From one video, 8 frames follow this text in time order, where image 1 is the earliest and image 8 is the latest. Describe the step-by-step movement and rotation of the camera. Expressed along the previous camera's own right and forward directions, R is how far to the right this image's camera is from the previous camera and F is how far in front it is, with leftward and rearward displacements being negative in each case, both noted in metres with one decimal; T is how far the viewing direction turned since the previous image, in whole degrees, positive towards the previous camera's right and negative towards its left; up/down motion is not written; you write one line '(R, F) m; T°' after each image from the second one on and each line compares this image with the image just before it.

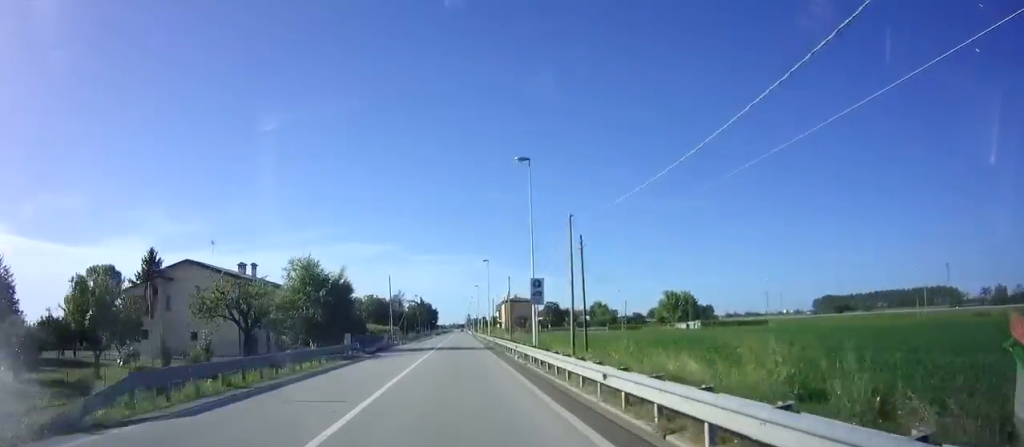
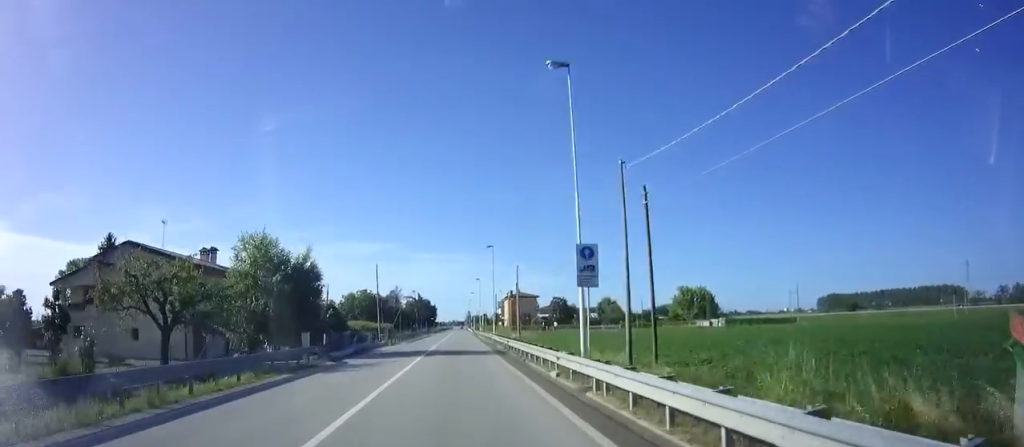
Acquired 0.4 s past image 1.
(0.0, +9.4) m; 0°
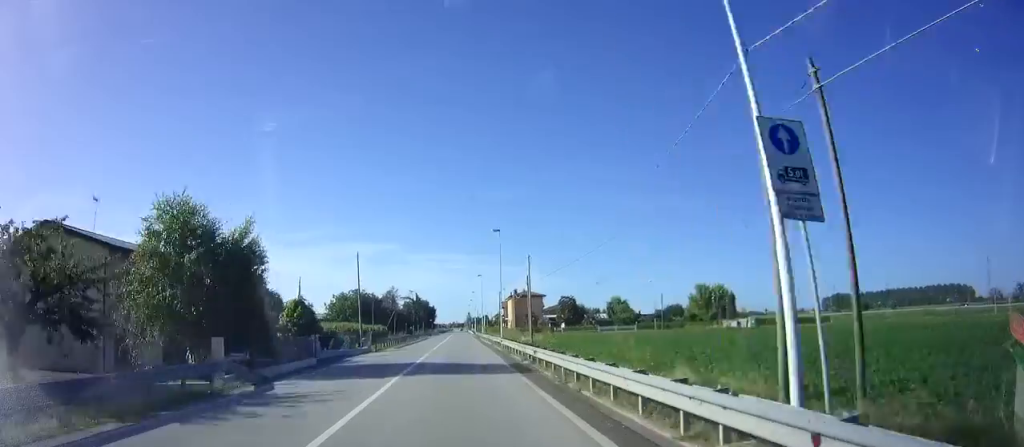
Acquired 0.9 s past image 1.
(0.0, +9.4) m; 0°
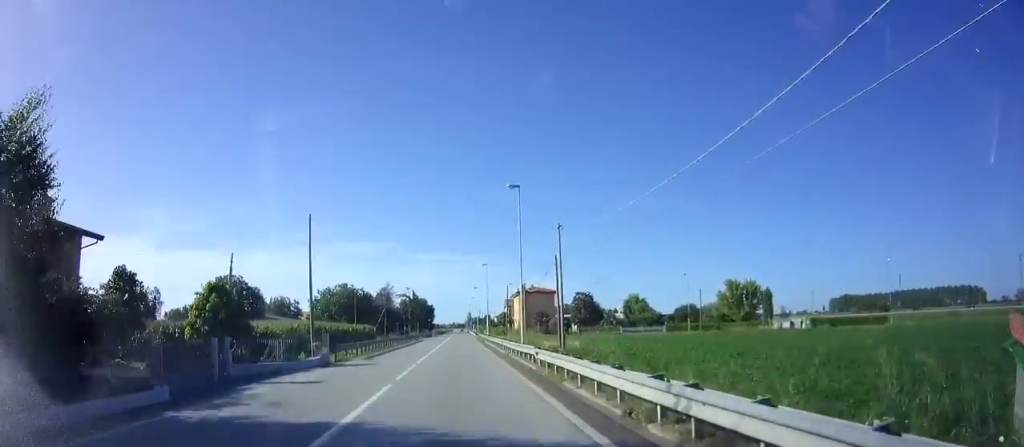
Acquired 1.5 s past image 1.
(0.0, +14.4) m; 0°
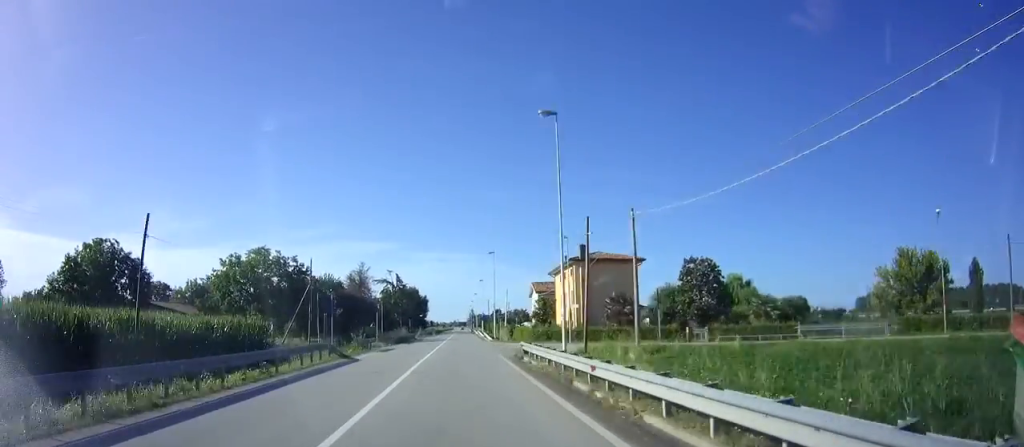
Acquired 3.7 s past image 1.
(-0.1, +46.3) m; 0°
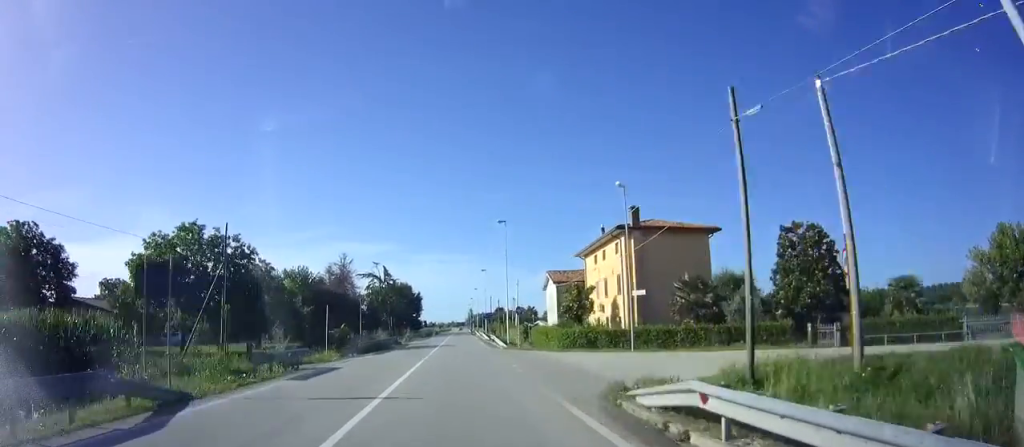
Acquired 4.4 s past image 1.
(0.0, +16.7) m; 0°
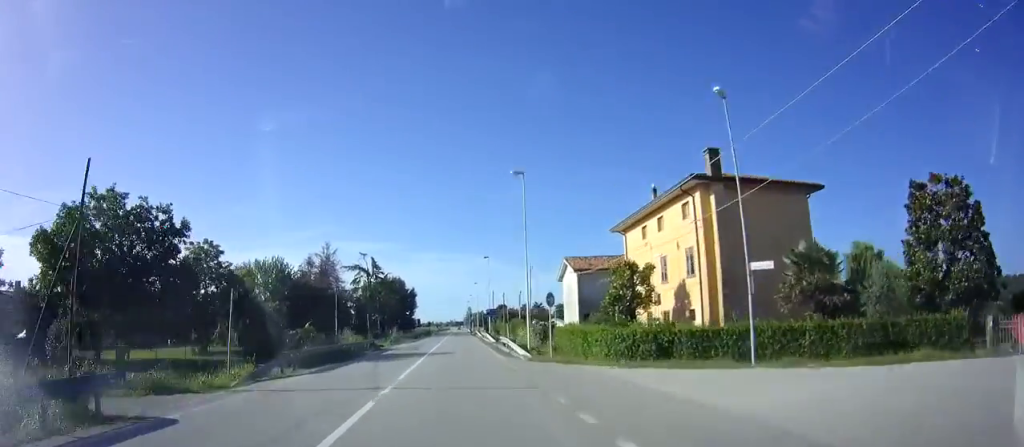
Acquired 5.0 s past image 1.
(+0.1, +13.1) m; 0°
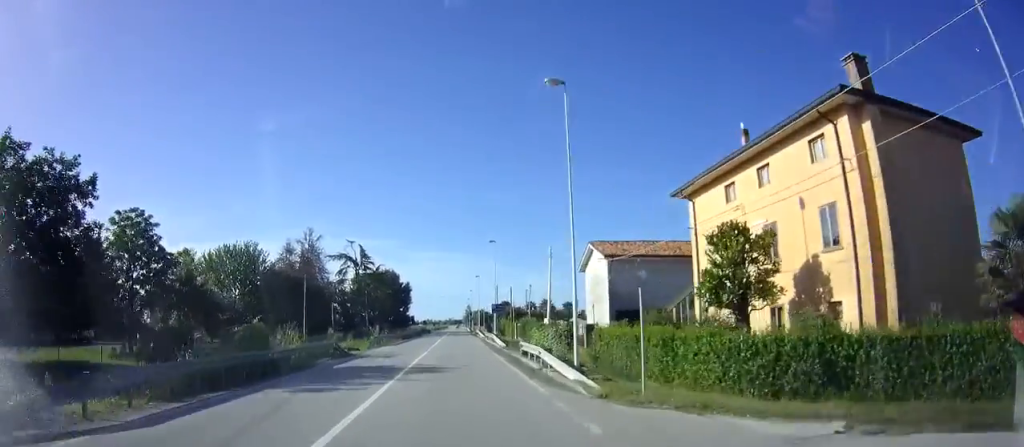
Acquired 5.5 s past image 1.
(0.0, +10.9) m; 0°
